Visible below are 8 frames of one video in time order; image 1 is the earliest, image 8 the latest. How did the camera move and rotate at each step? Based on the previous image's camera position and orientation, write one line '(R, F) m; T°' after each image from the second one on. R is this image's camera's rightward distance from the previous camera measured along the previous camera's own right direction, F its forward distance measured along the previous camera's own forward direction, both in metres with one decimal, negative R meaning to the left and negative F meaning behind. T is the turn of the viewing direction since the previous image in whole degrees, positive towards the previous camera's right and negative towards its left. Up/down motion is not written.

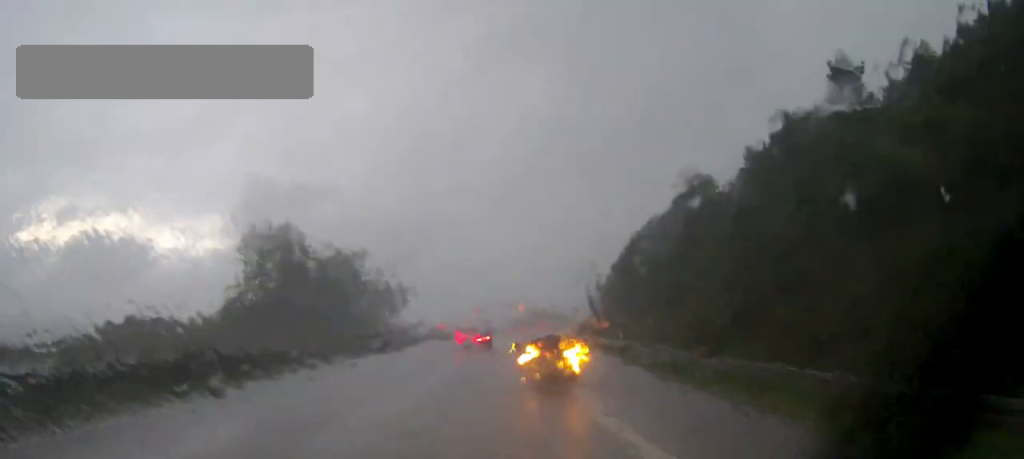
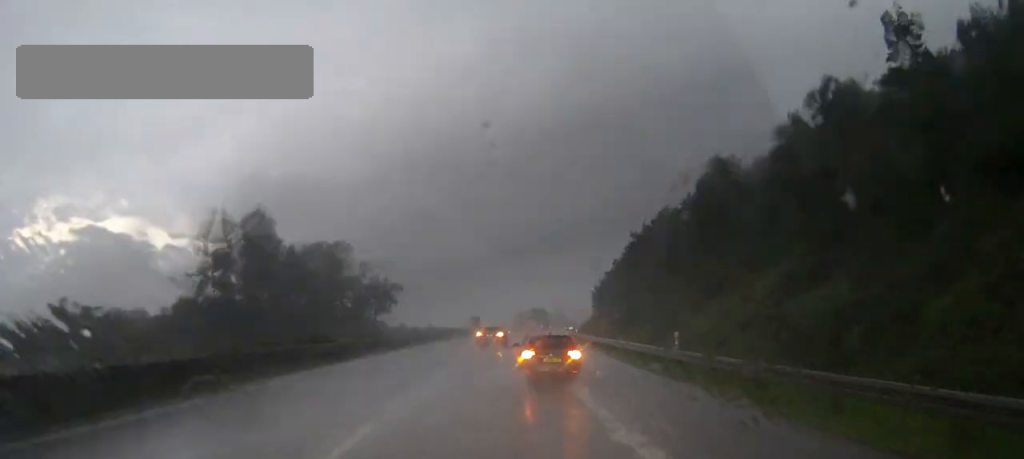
(+0.1, +12.1) m; +1°
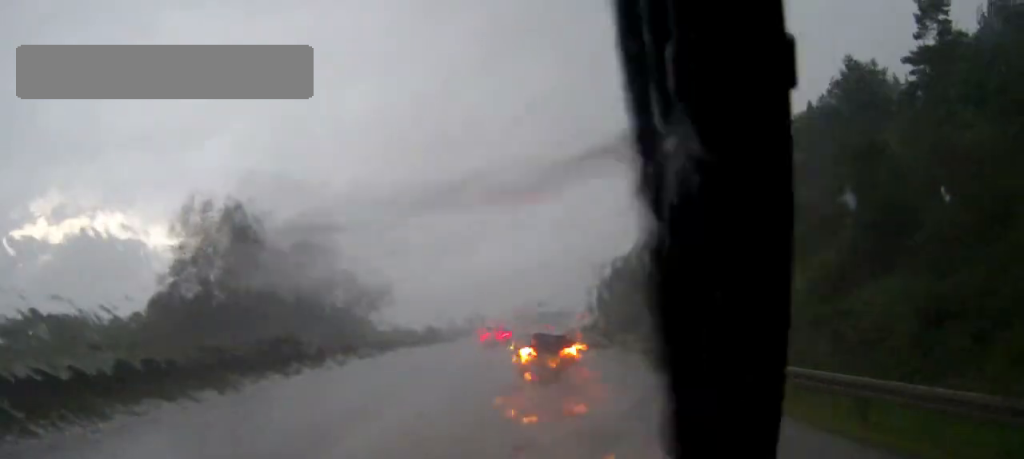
(0.0, +5.3) m; 0°
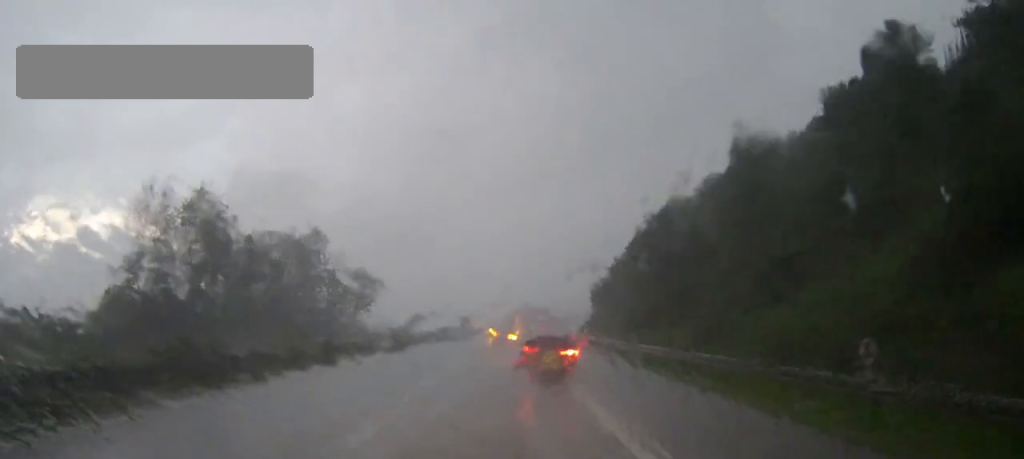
(0.0, +8.5) m; 0°
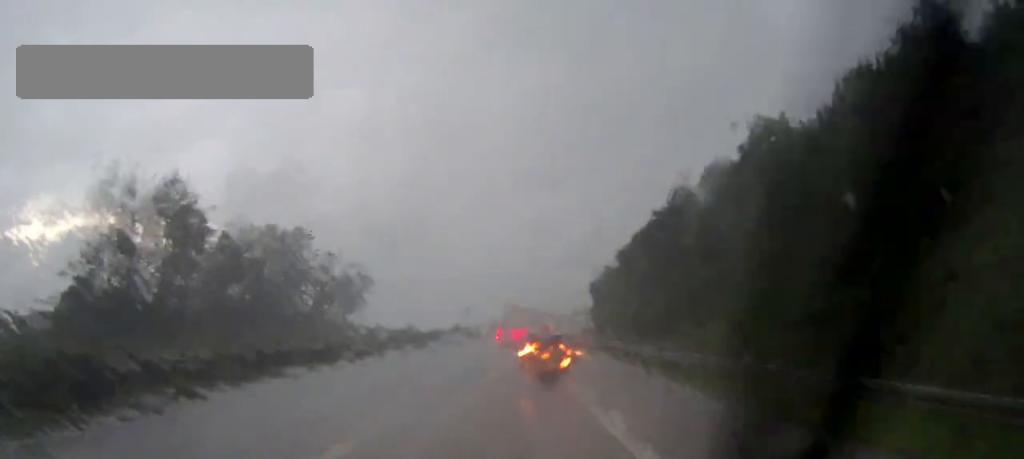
(0.0, +6.5) m; 0°
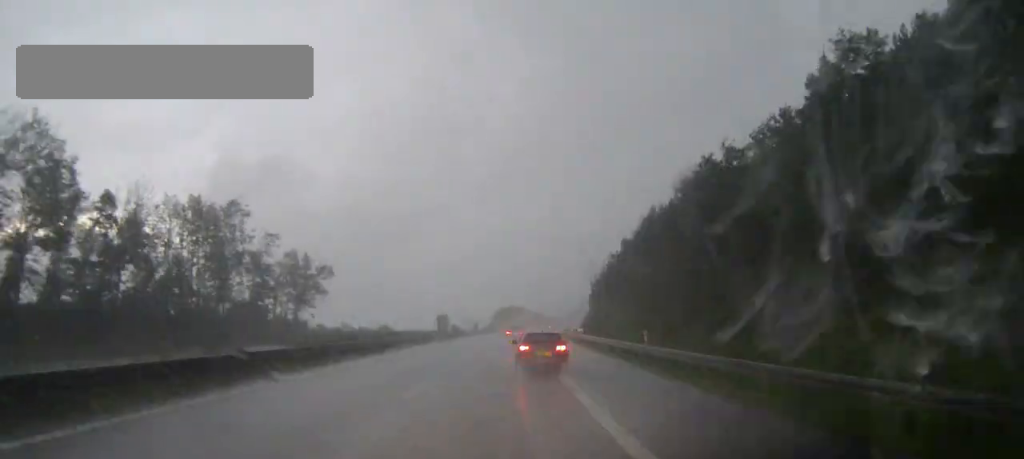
(+0.2, +22.8) m; +1°
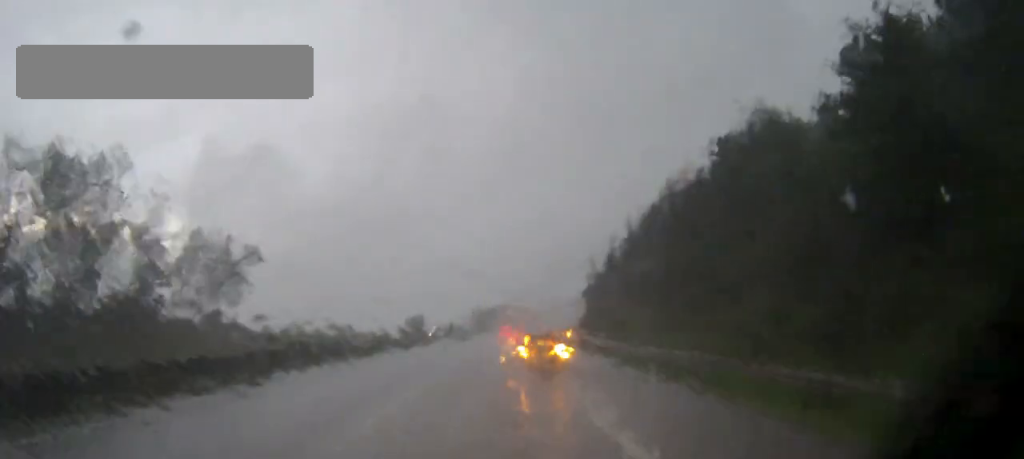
(+0.3, +25.8) m; +1°
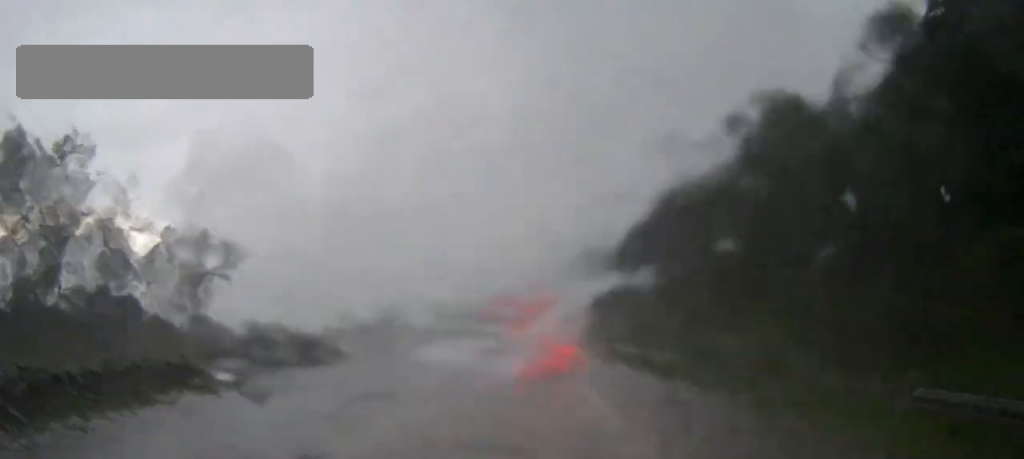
(0.0, +5.5) m; 0°
